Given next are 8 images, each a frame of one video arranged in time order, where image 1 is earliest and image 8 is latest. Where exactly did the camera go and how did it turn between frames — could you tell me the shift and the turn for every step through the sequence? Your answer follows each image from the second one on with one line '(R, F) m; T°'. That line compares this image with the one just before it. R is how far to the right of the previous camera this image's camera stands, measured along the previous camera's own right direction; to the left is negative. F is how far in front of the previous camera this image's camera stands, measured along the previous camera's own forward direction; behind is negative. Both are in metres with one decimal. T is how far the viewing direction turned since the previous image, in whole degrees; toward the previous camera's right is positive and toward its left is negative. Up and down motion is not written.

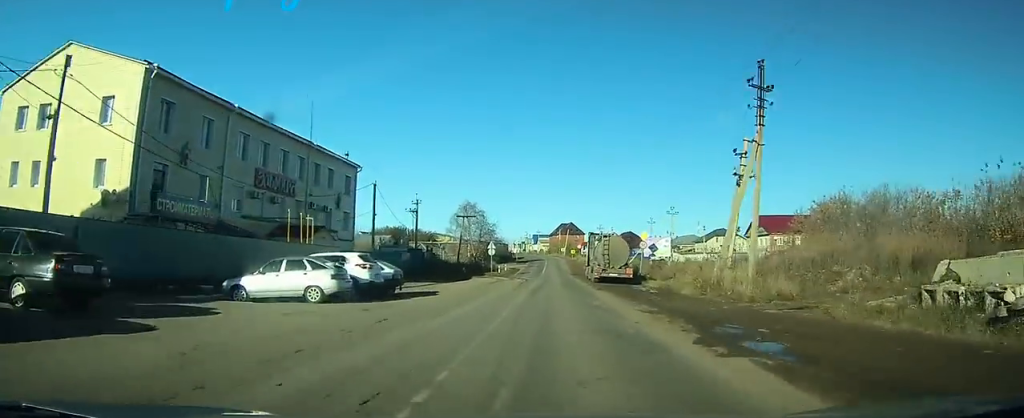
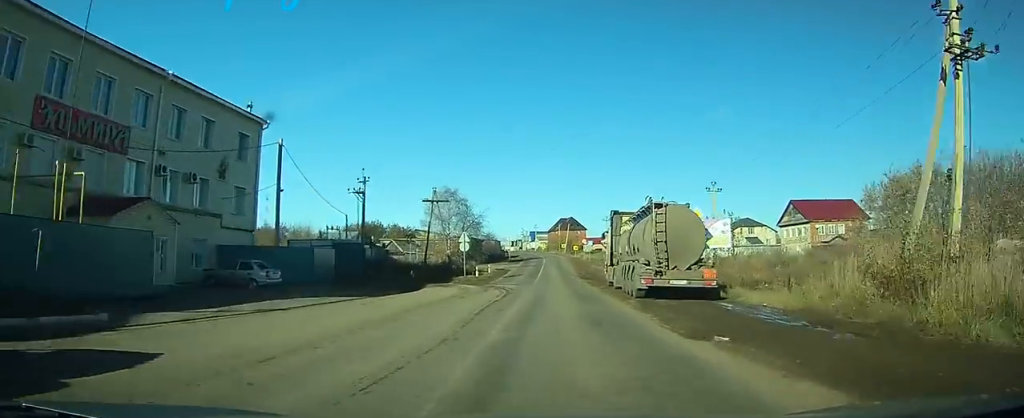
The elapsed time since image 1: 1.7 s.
(-0.1, +18.1) m; -1°
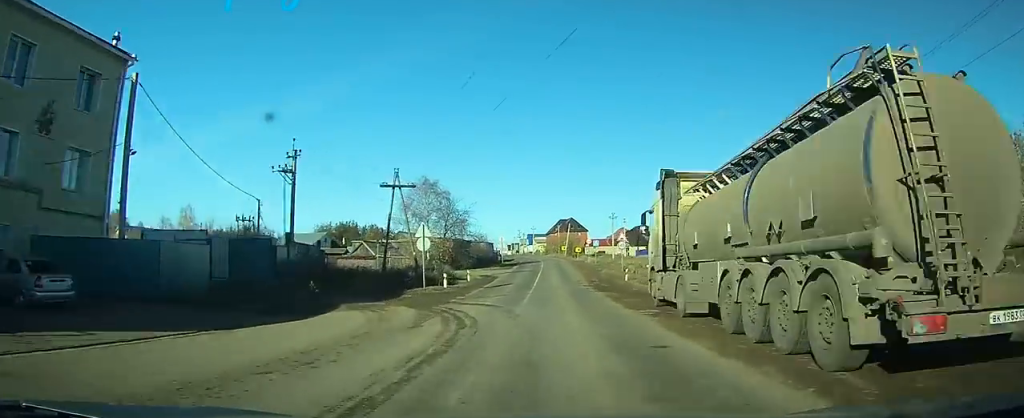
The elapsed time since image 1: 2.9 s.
(0.0, +12.3) m; 0°
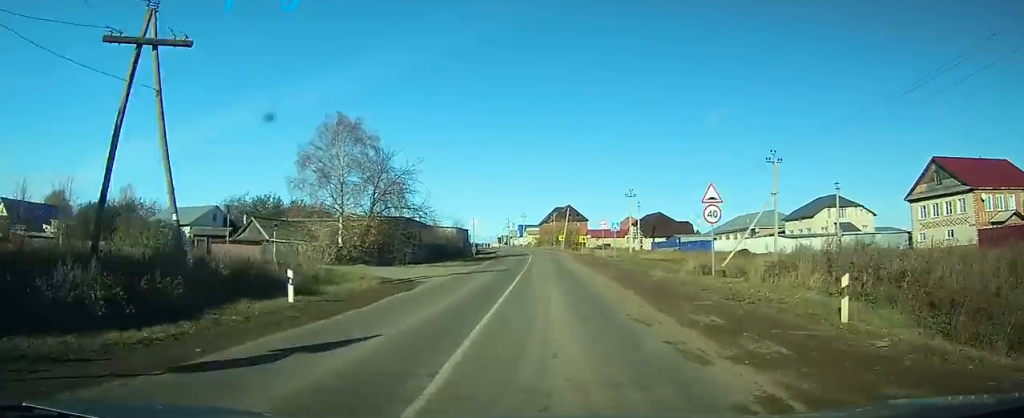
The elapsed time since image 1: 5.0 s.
(-0.2, +24.6) m; 0°
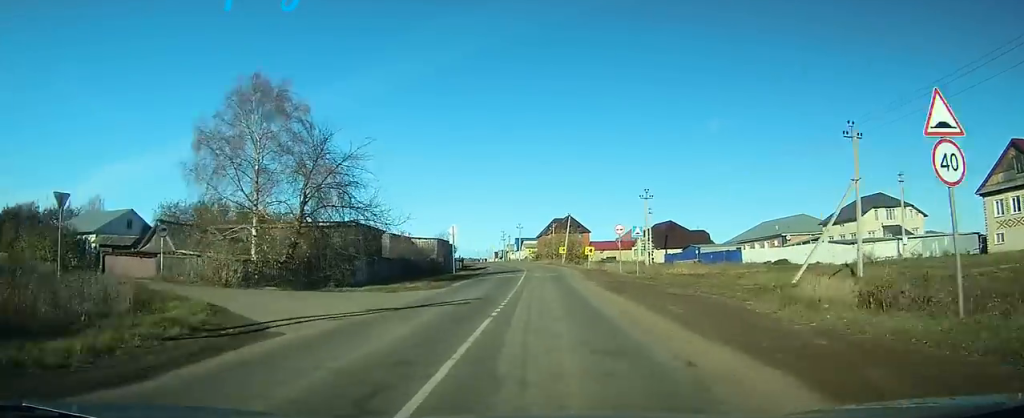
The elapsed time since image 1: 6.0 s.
(+0.1, +11.9) m; 0°
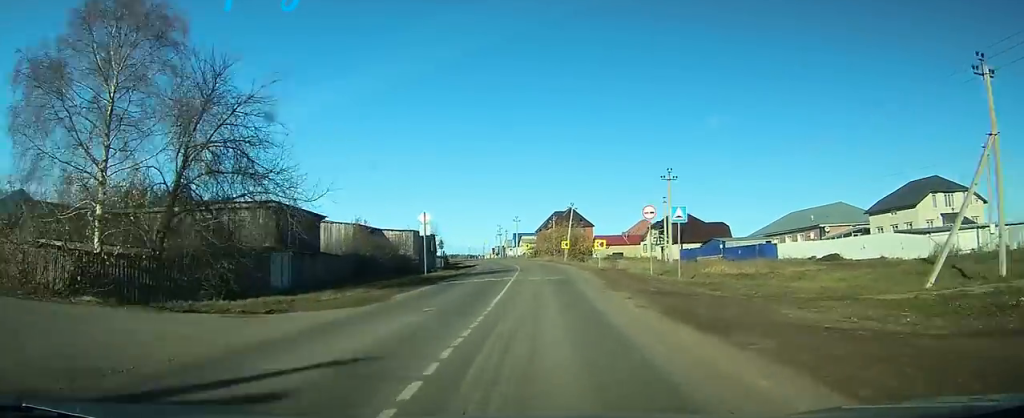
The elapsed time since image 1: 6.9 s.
(0.0, +11.0) m; 0°
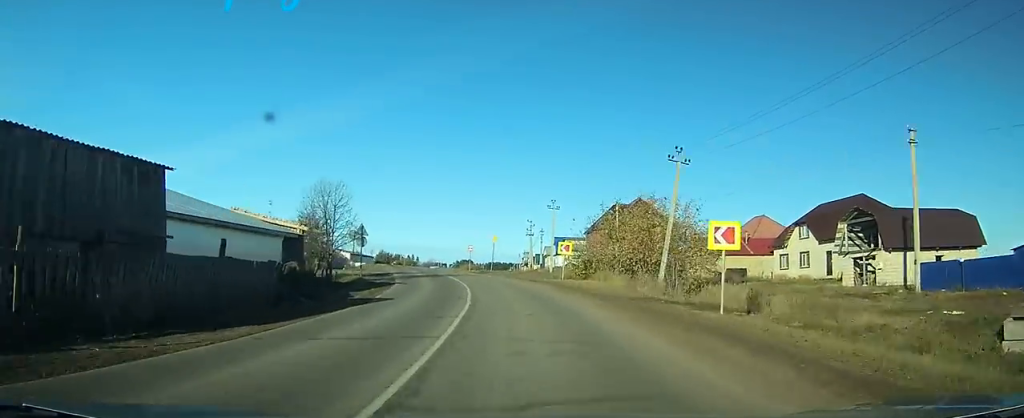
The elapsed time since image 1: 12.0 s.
(-0.1, +56.5) m; -3°
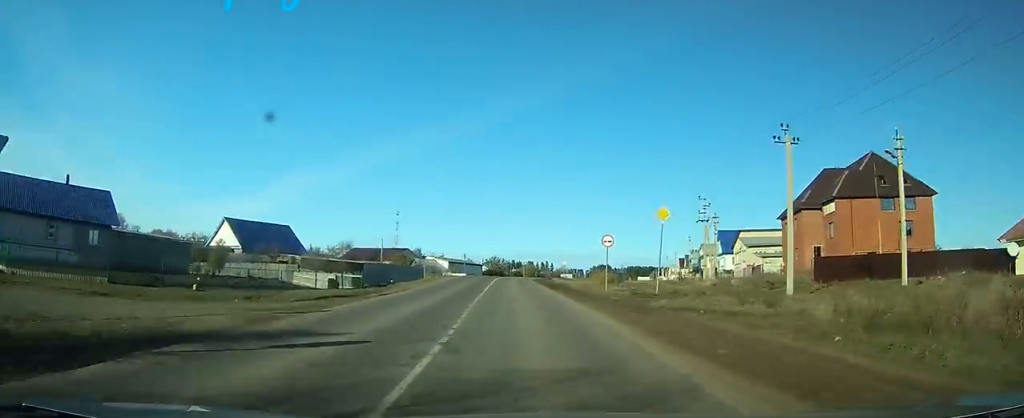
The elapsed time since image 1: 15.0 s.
(-2.6, +34.7) m; -10°
